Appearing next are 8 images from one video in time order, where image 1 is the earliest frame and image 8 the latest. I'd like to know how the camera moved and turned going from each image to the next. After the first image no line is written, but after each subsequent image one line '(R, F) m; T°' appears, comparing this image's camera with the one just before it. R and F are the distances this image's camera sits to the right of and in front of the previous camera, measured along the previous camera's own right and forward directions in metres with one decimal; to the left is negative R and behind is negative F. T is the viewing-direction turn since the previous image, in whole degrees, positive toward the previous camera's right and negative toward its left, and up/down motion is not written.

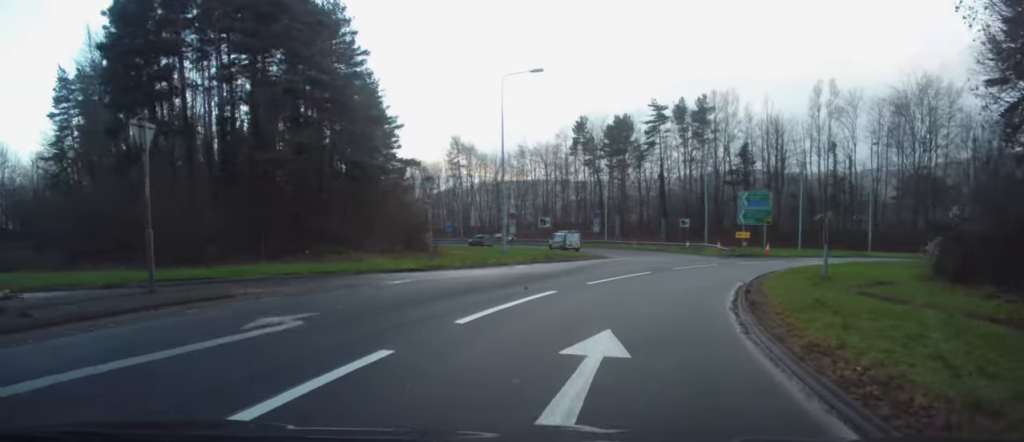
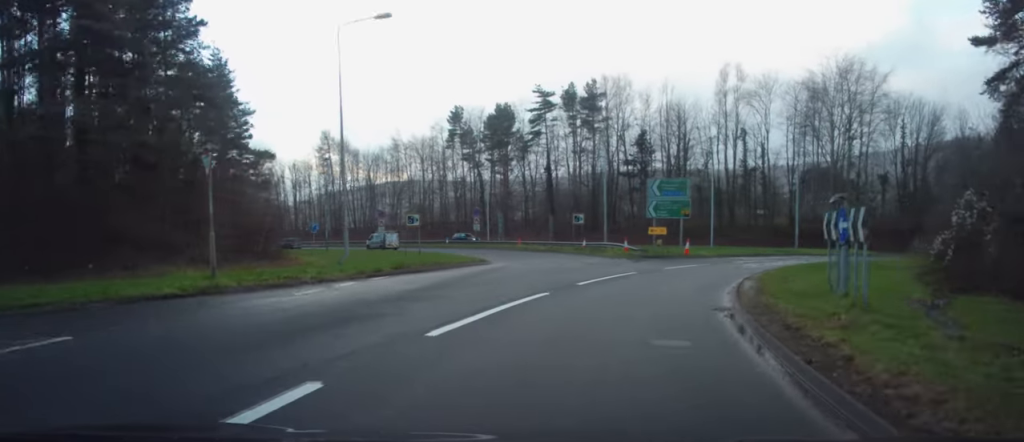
(+0.8, +8.8) m; +9°
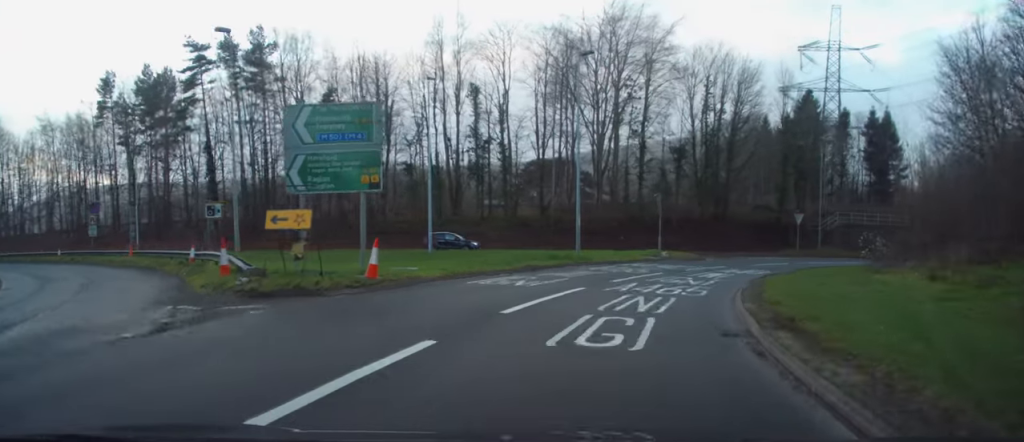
(+5.0, +21.6) m; +25°
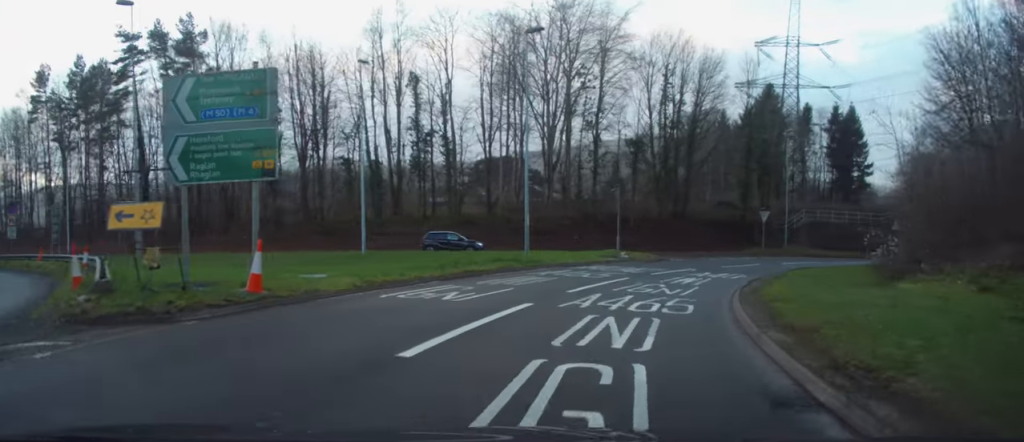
(+0.1, +3.7) m; +4°
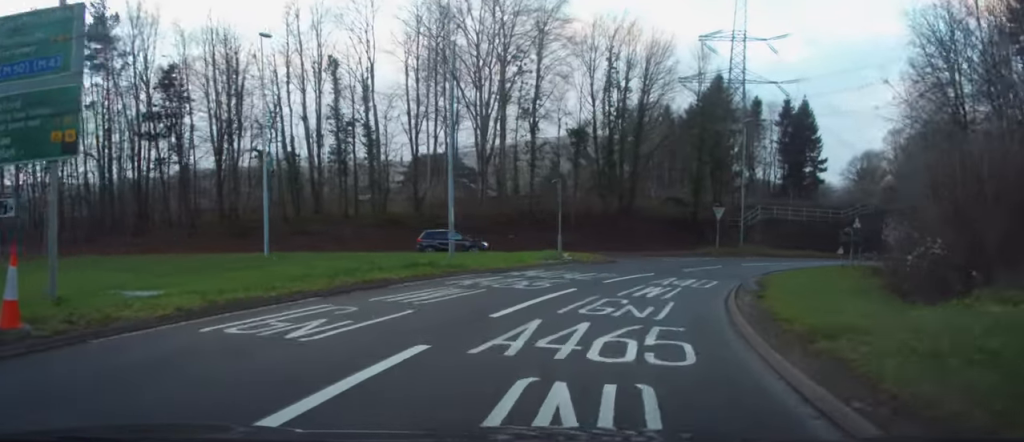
(-0.2, +4.6) m; +5°
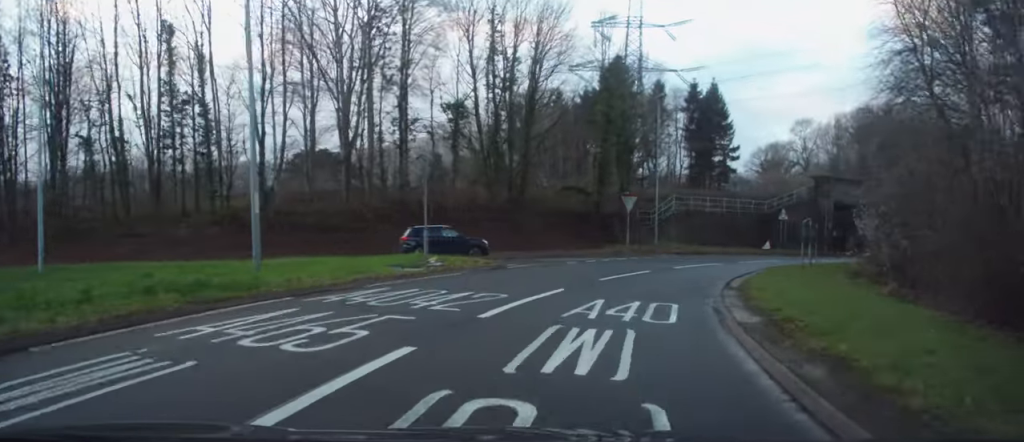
(+1.1, +8.2) m; +12°
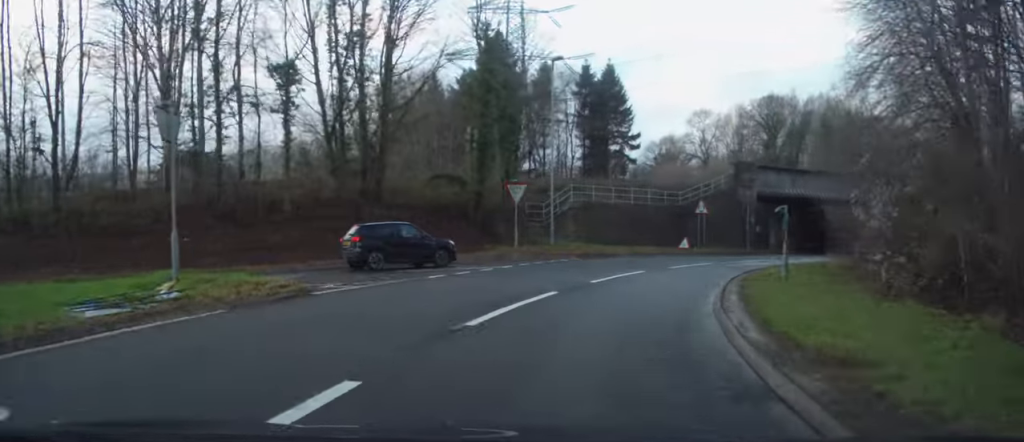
(+0.9, +9.1) m; +9°
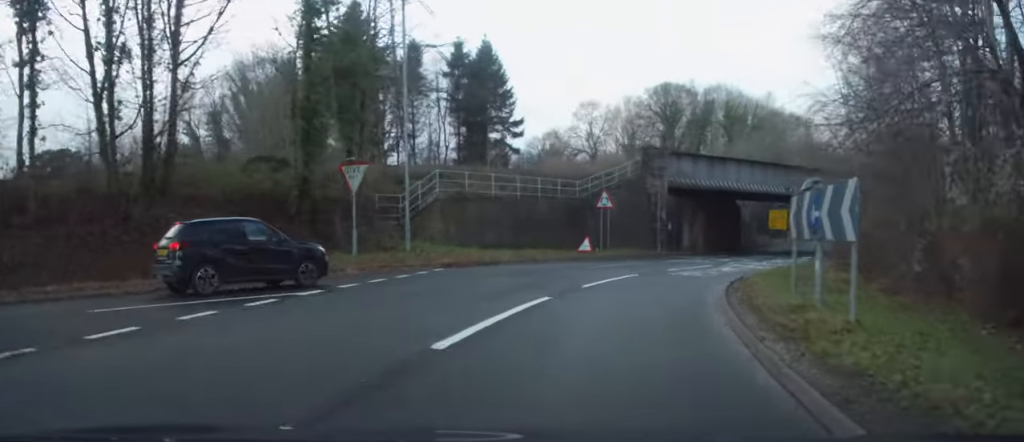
(+0.6, +9.6) m; +10°
